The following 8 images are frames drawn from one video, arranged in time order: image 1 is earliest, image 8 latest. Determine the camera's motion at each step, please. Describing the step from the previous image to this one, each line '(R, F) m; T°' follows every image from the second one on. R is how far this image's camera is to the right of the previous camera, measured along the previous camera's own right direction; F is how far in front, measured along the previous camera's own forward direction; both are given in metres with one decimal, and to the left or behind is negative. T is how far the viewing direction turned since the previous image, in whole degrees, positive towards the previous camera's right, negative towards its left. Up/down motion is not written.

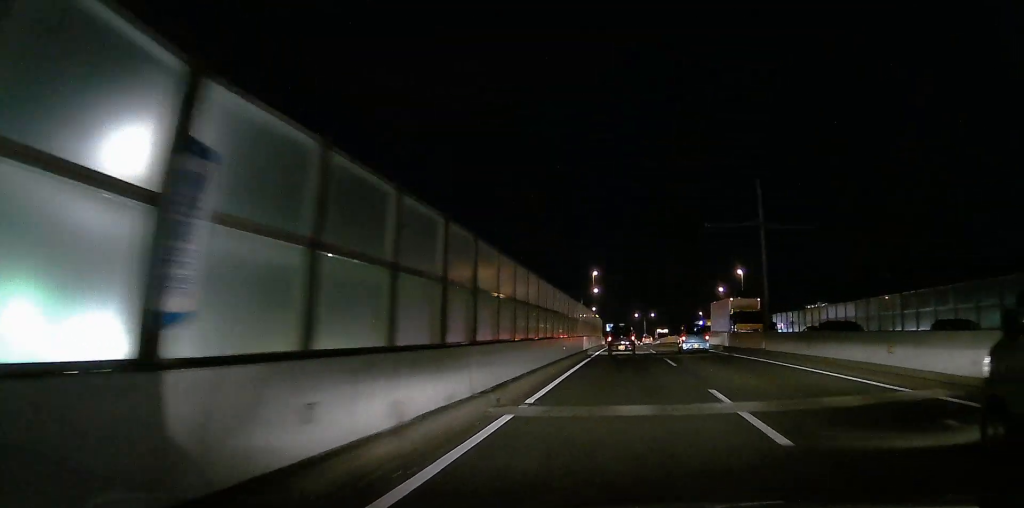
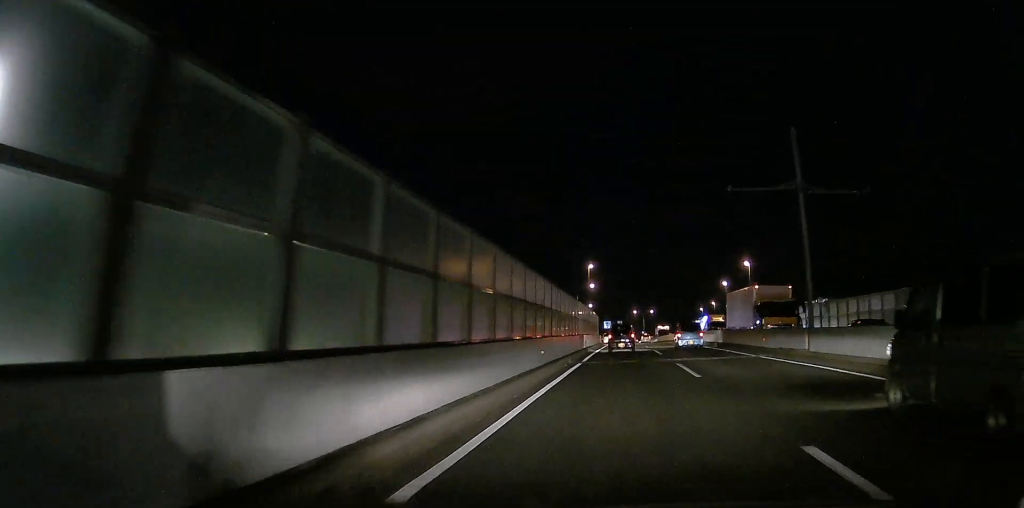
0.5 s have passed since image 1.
(0.0, +6.5) m; 0°
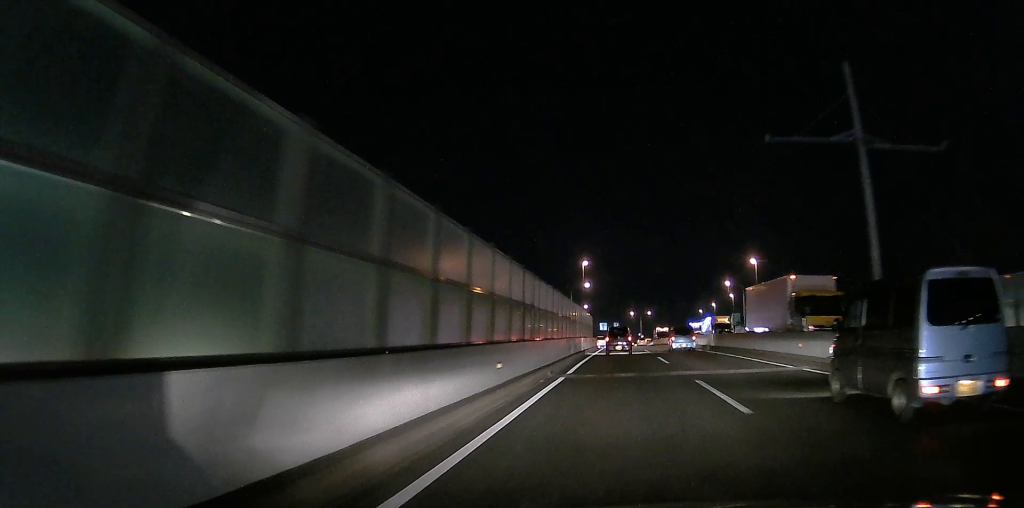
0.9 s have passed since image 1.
(0.0, +6.1) m; 0°
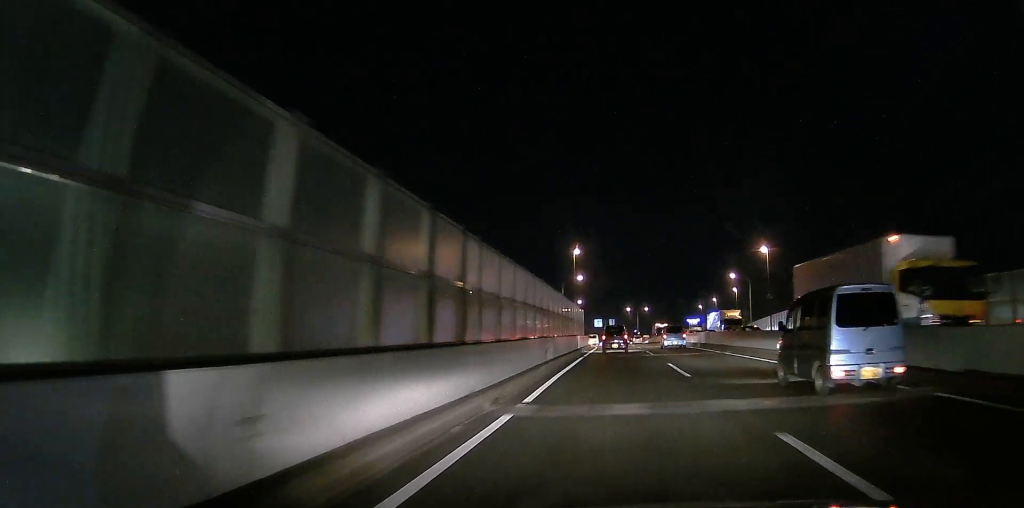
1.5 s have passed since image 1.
(0.0, +8.1) m; 0°
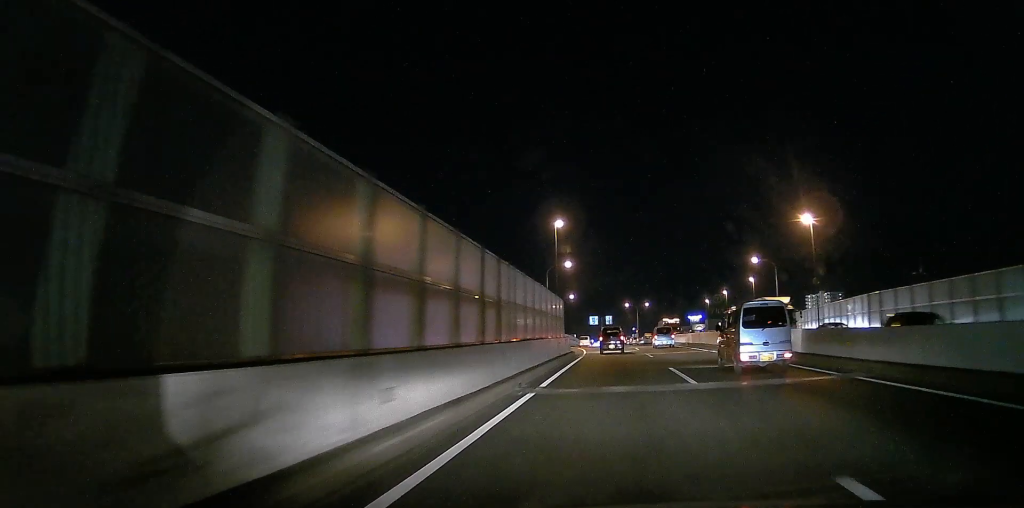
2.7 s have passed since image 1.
(0.0, +17.3) m; 0°
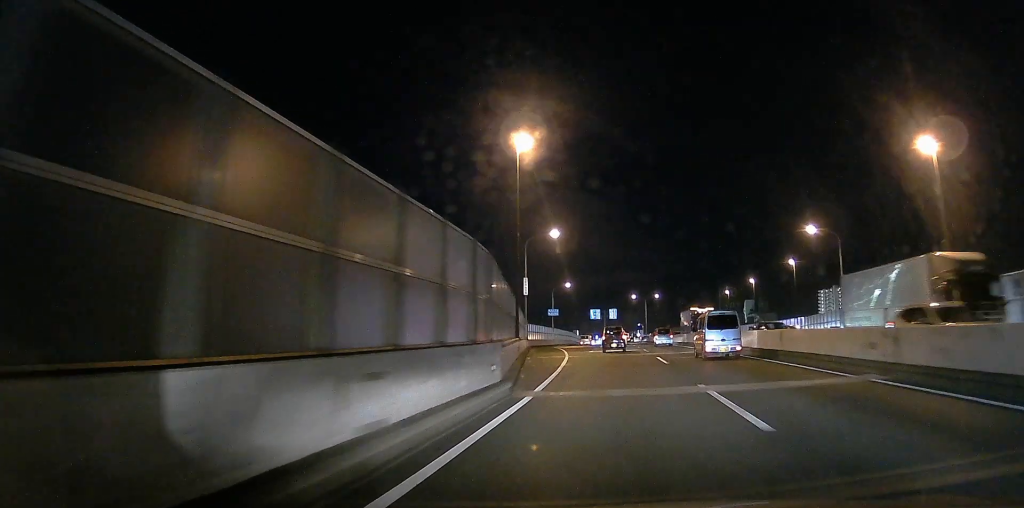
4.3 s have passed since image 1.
(+0.1, +21.5) m; 0°
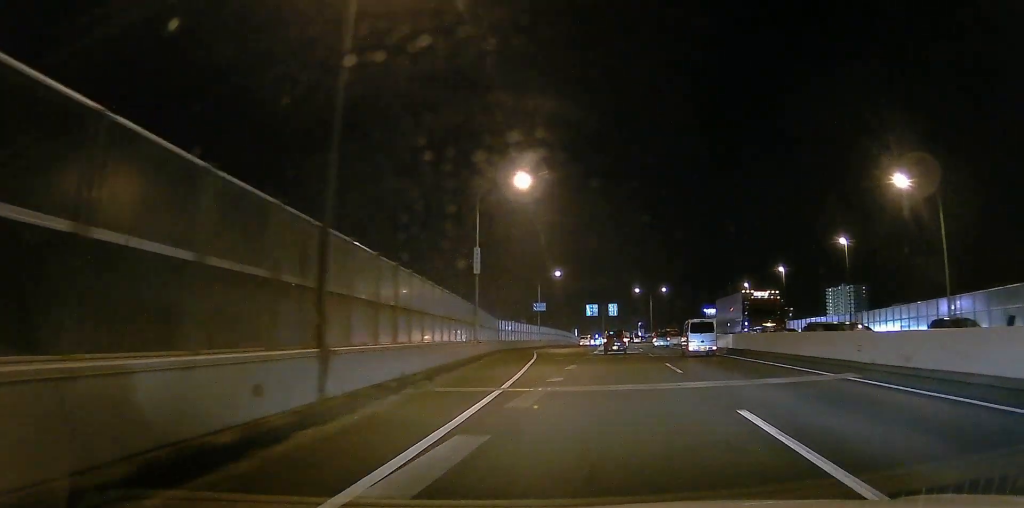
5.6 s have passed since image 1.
(-0.2, +19.2) m; 0°
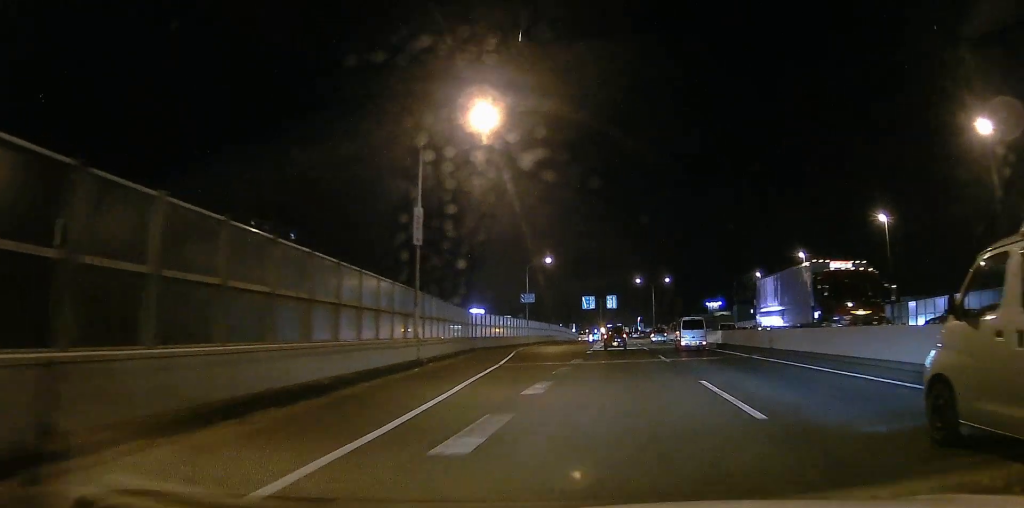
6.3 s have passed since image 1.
(+0.2, +10.4) m; 0°
